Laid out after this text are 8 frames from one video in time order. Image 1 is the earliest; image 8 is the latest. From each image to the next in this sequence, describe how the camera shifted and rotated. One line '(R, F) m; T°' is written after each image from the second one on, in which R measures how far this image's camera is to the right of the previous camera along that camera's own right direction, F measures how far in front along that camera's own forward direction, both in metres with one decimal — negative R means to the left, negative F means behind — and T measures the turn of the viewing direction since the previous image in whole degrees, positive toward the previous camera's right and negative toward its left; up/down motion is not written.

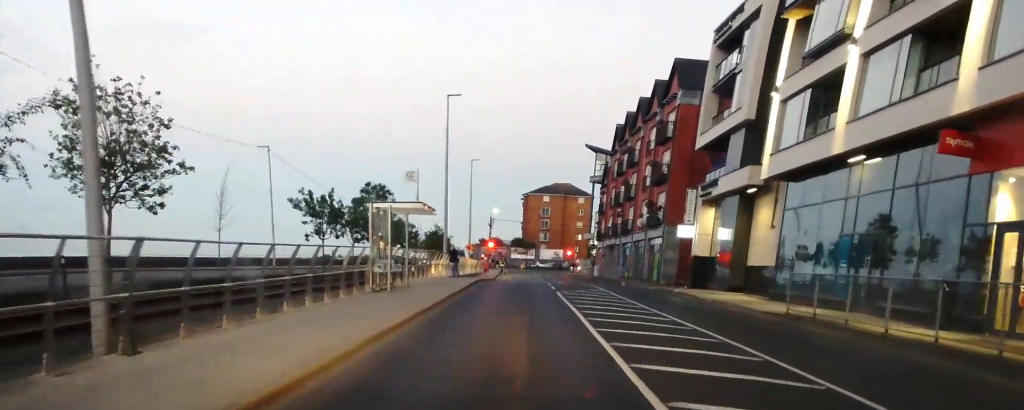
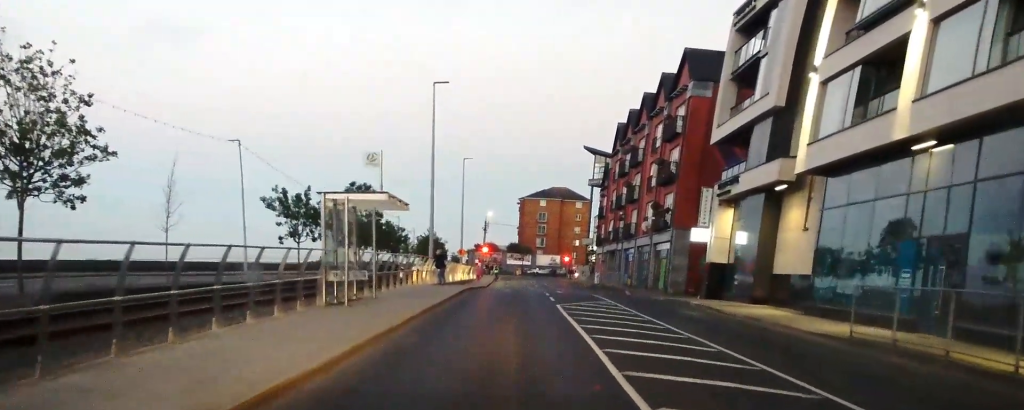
(0.0, +4.4) m; -2°
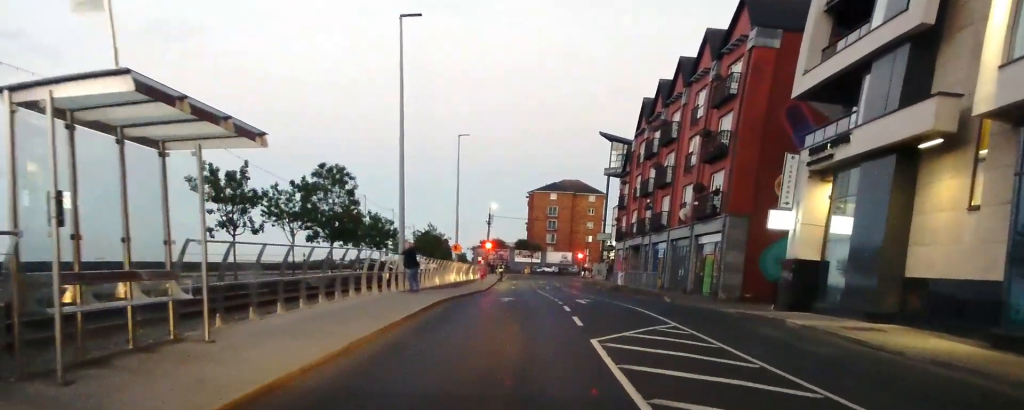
(-0.1, +10.8) m; +2°
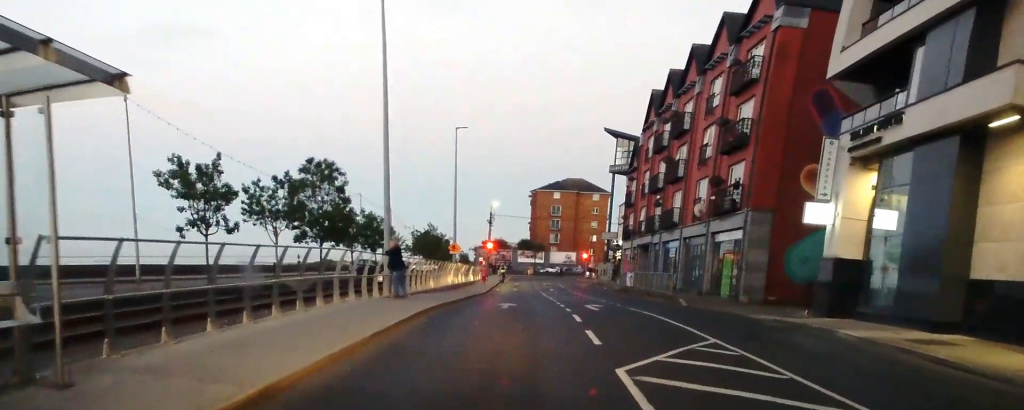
(+0.3, +3.3) m; +1°
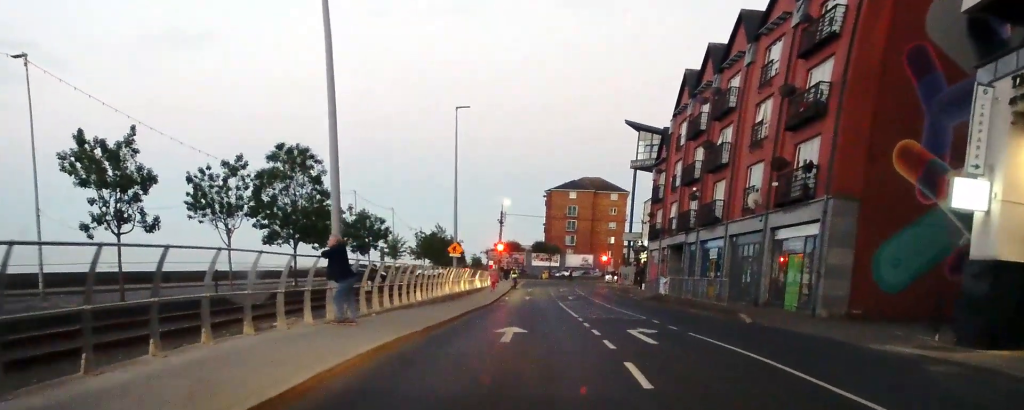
(-0.5, +7.9) m; -5°
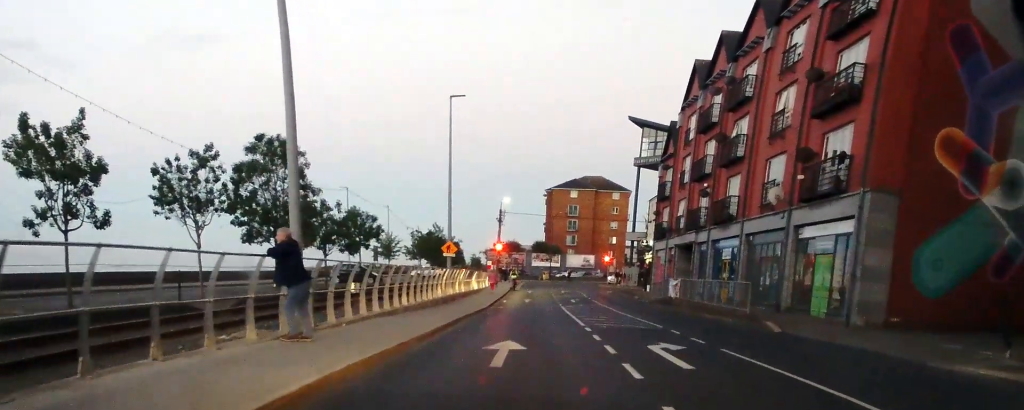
(-0.2, +3.0) m; +2°
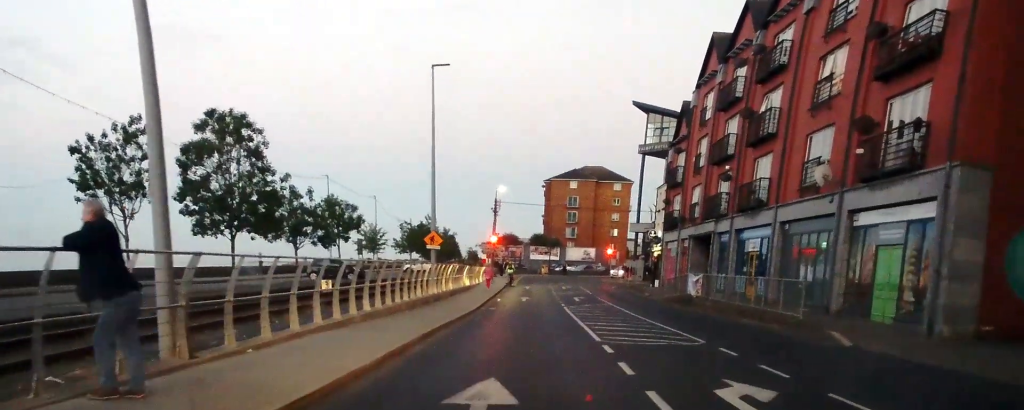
(+0.3, +5.3) m; +3°
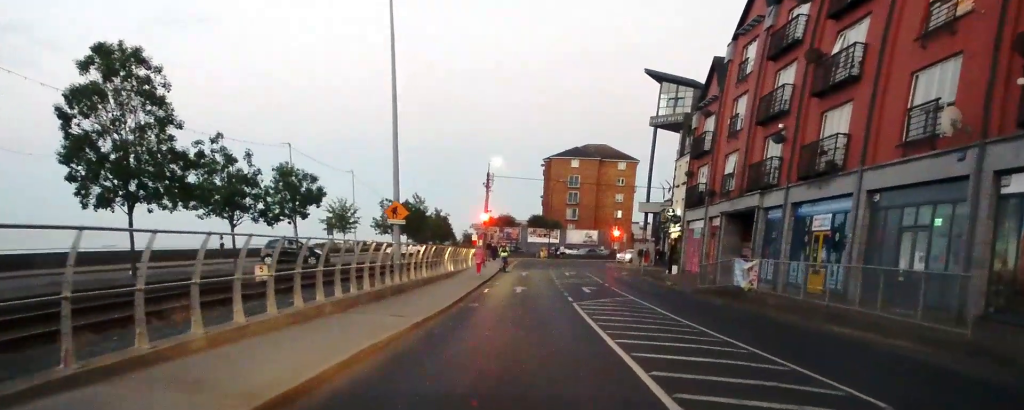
(0.0, +8.5) m; -4°
